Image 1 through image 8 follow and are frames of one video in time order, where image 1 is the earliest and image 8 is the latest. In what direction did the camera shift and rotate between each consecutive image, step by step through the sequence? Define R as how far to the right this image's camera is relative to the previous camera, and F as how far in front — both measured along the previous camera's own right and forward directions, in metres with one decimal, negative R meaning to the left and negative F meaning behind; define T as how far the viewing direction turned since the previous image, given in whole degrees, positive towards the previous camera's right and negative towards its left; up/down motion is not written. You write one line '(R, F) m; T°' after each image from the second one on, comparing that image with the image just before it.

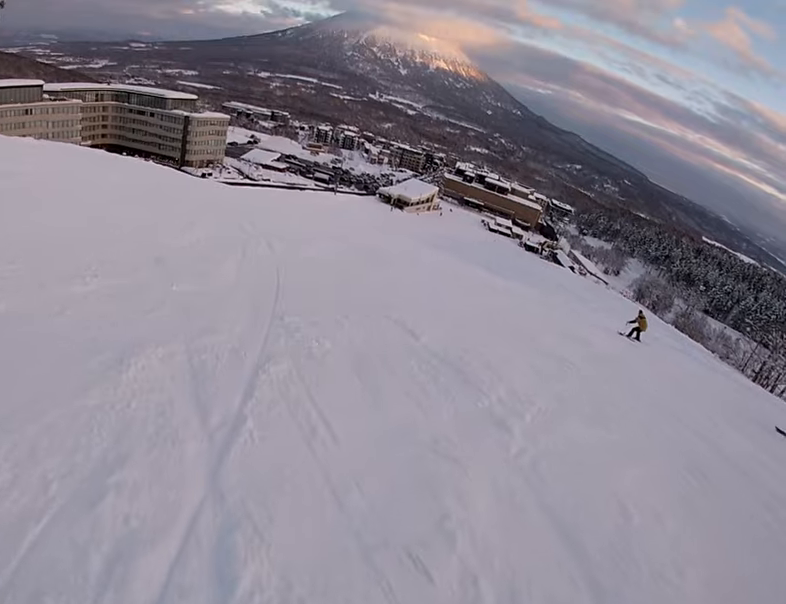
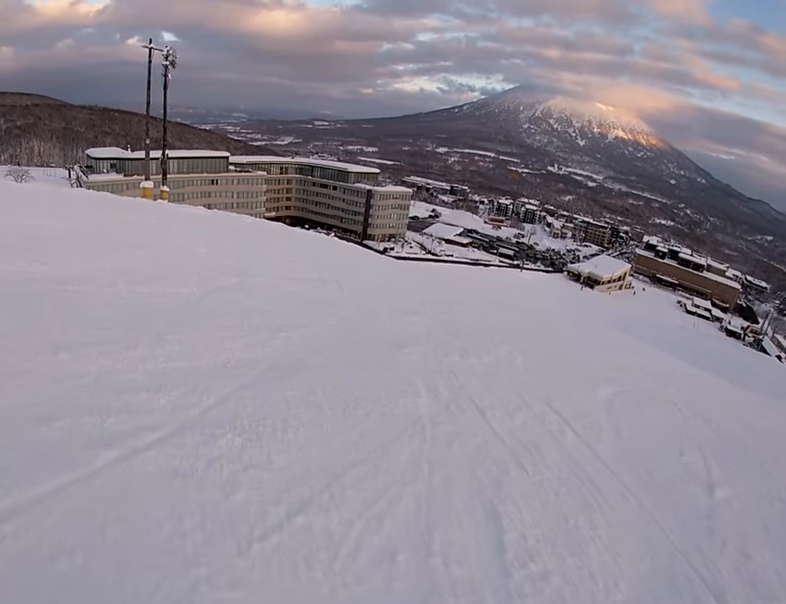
(-2.4, +6.4) m; -26°
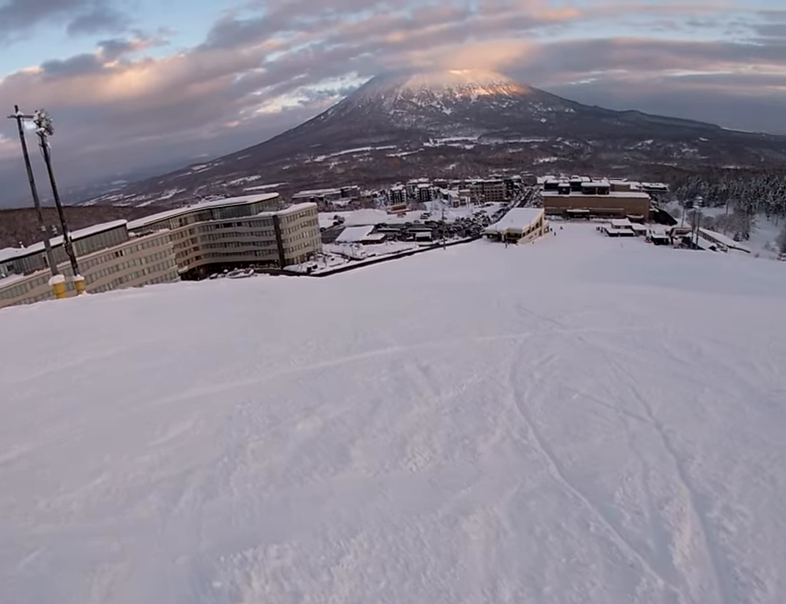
(-0.1, +7.3) m; +19°
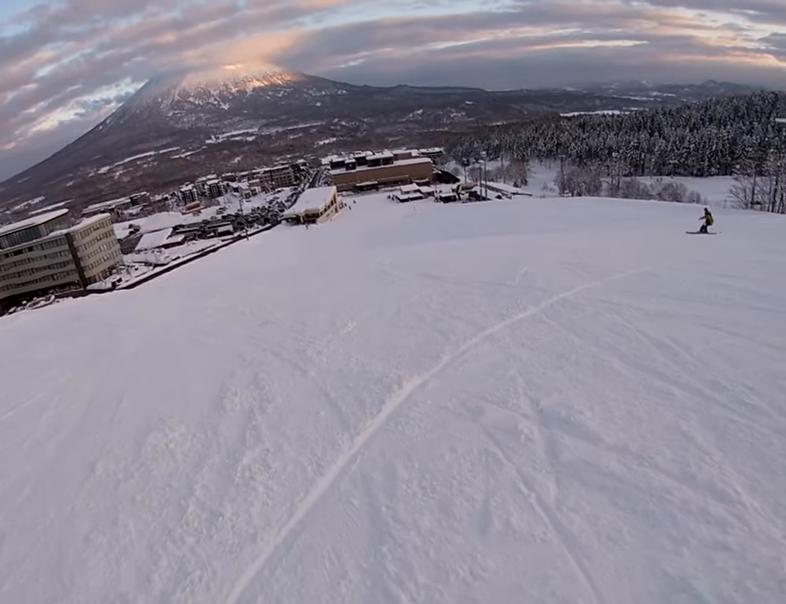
(+0.9, +4.2) m; +30°
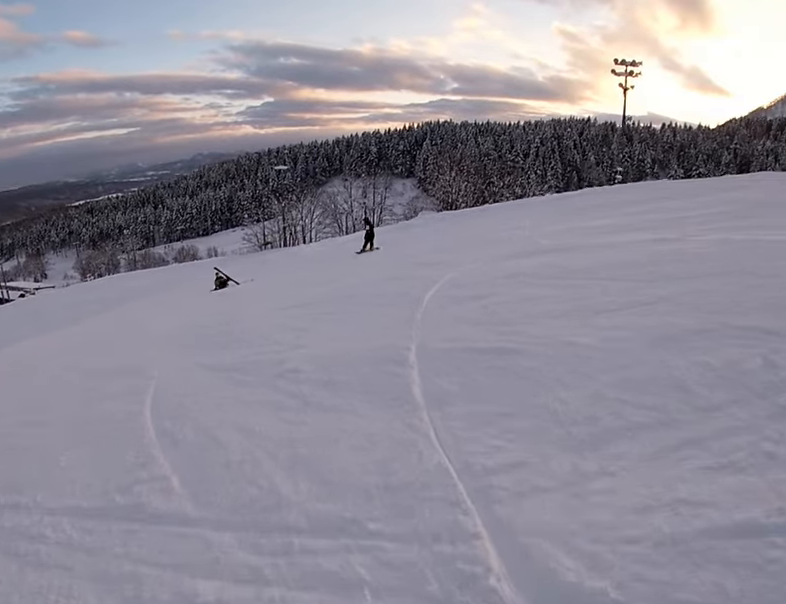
(+2.9, +5.3) m; +44°
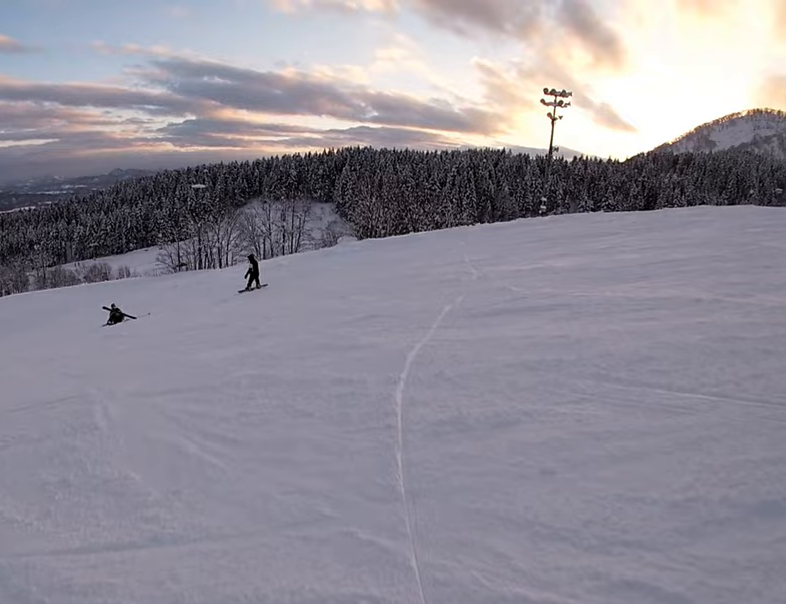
(+0.5, +2.8) m; +5°
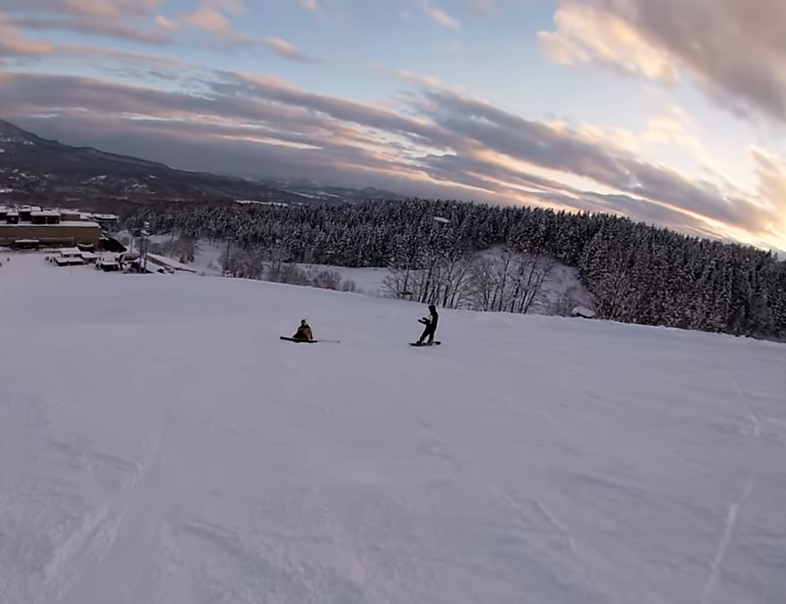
(0.0, +2.9) m; -14°
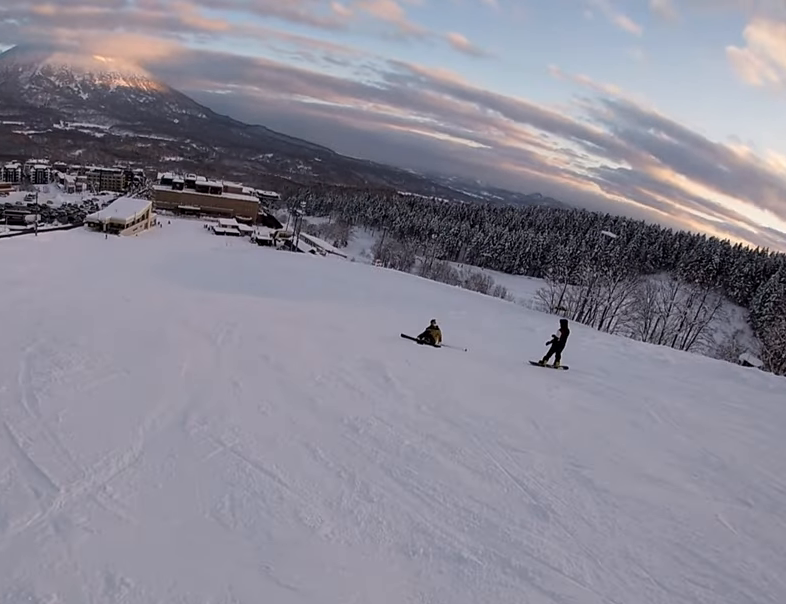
(-0.3, +1.9) m; -12°
